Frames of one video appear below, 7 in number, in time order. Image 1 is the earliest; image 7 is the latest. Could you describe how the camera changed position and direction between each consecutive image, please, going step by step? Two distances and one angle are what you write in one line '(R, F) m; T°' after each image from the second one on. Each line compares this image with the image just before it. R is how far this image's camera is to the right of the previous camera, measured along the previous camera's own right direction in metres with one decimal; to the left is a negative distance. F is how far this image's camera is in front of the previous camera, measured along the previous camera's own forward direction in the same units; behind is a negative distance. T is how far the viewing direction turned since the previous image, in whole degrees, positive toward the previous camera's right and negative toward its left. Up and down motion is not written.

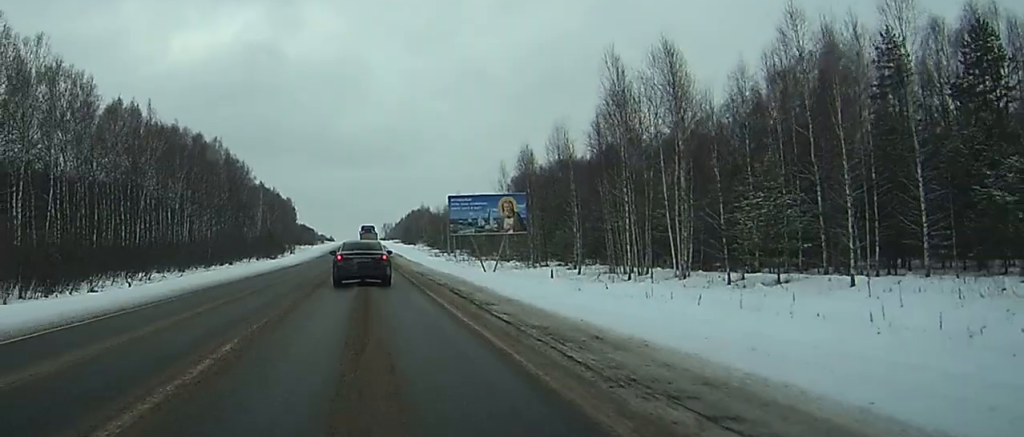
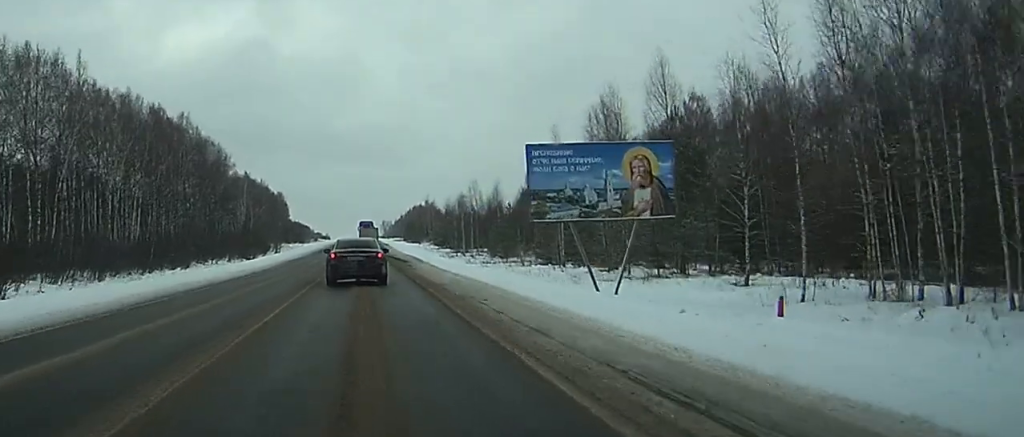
(0.0, +33.3) m; 0°
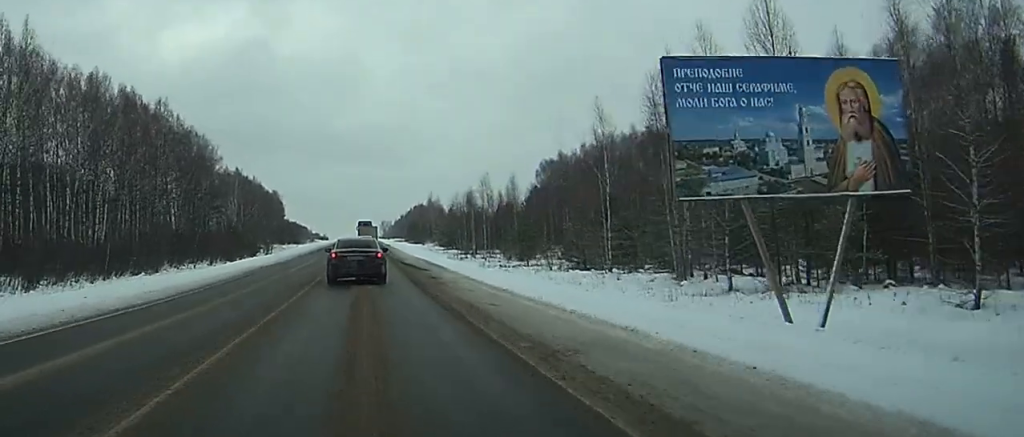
(0.0, +16.4) m; 0°
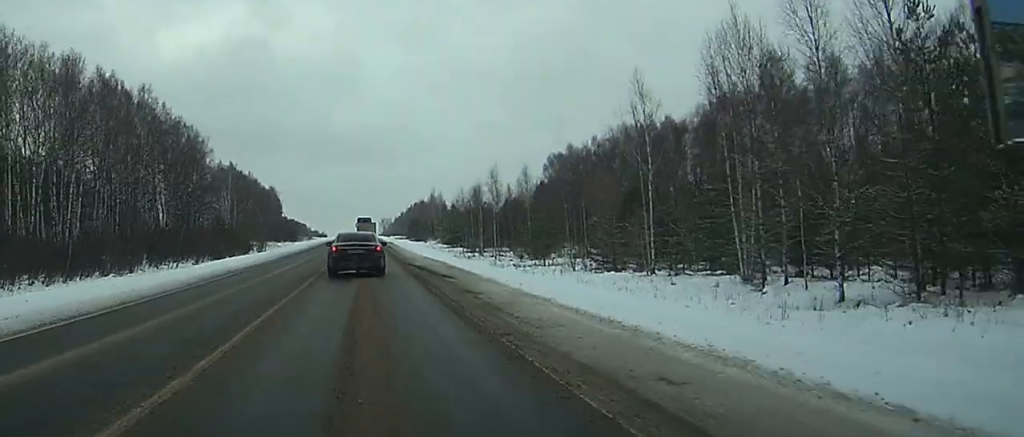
(0.0, +10.5) m; 0°
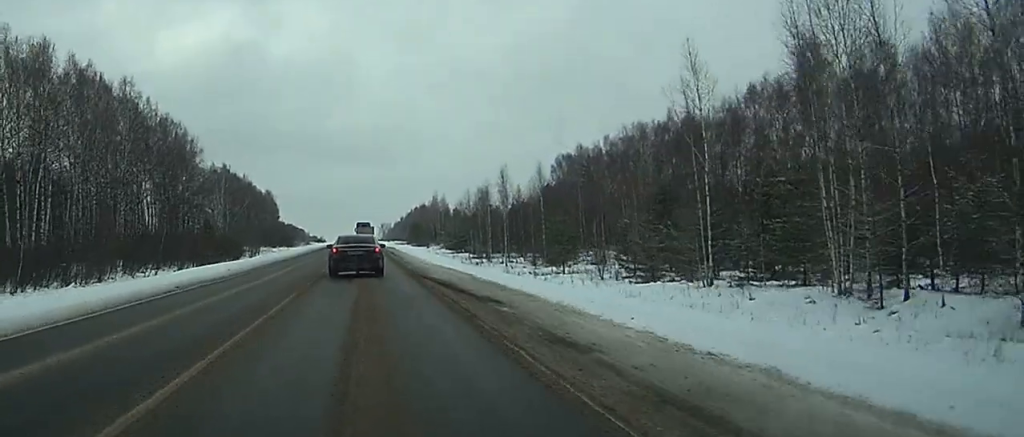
(0.0, +10.4) m; 0°
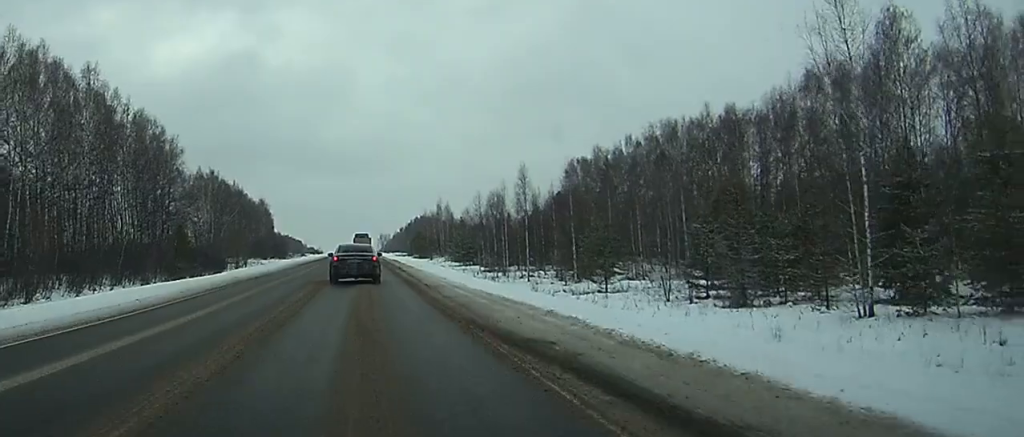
(+0.1, +16.8) m; 0°
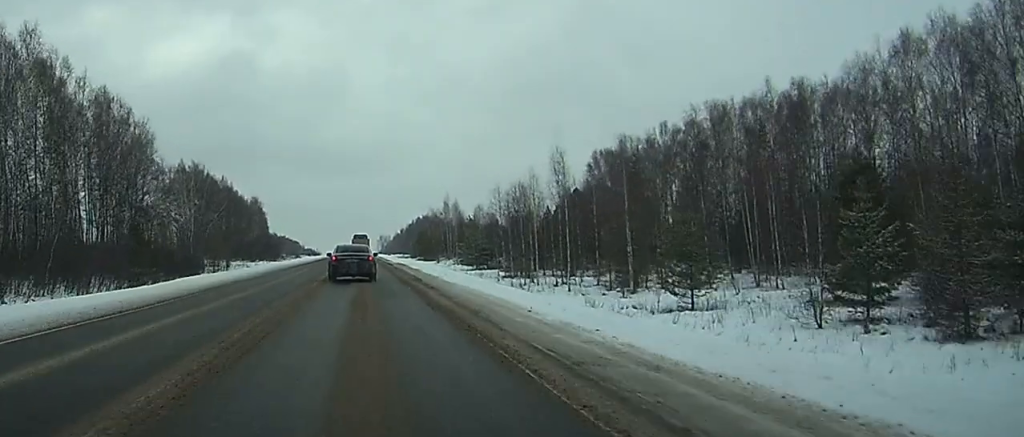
(+0.1, +19.9) m; 0°
